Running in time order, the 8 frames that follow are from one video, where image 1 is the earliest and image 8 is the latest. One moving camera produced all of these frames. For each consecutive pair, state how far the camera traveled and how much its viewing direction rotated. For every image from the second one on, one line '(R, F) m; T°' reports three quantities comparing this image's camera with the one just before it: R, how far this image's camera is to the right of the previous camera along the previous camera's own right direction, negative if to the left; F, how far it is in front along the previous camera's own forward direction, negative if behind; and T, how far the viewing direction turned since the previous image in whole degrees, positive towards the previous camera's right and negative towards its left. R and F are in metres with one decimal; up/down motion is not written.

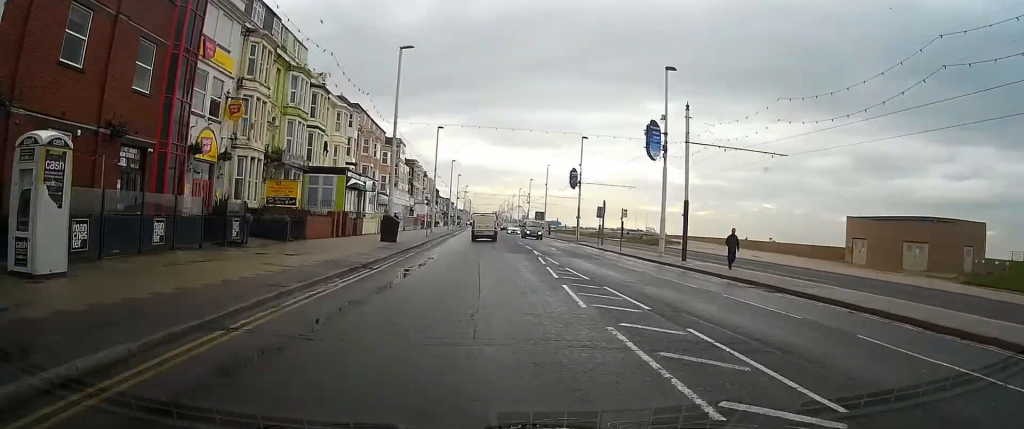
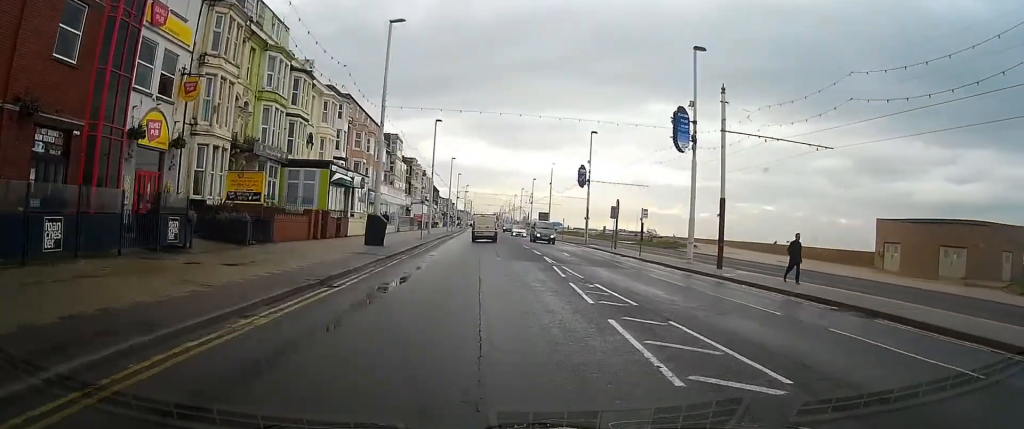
(0.0, +5.1) m; 0°
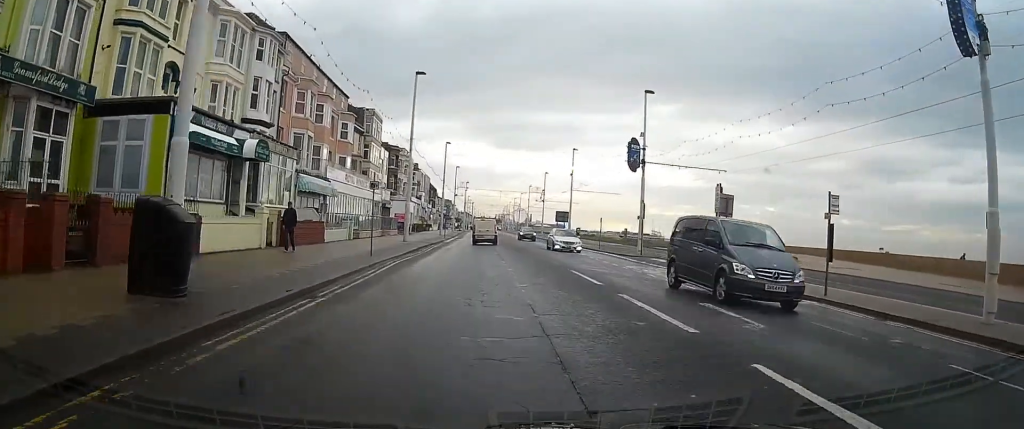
(0.0, +21.1) m; 0°
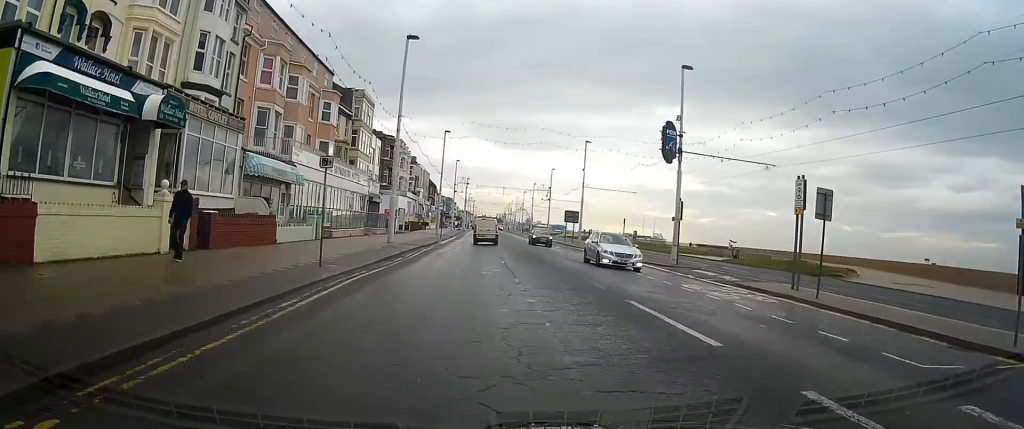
(0.0, +7.7) m; 0°
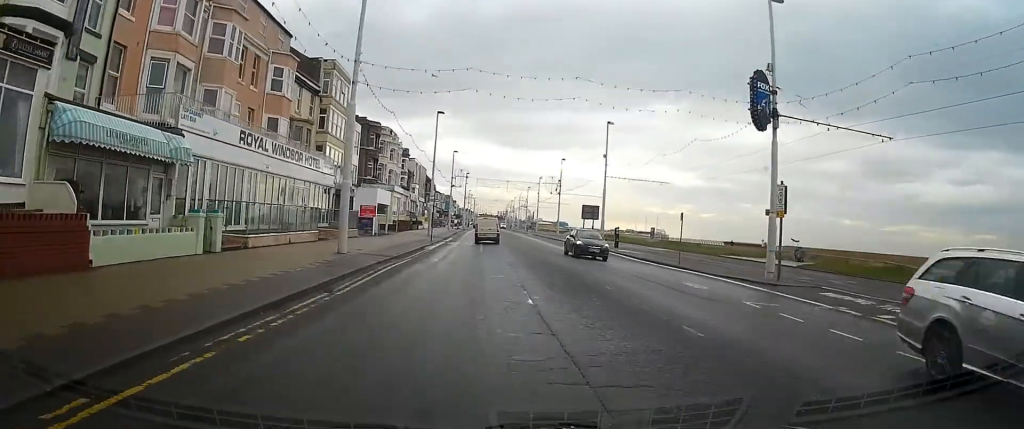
(0.0, +12.2) m; 0°
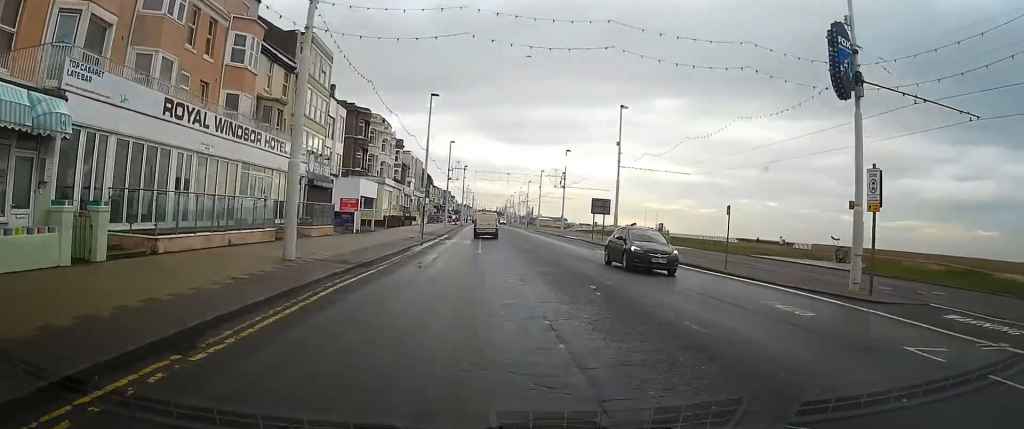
(0.0, +6.2) m; 0°
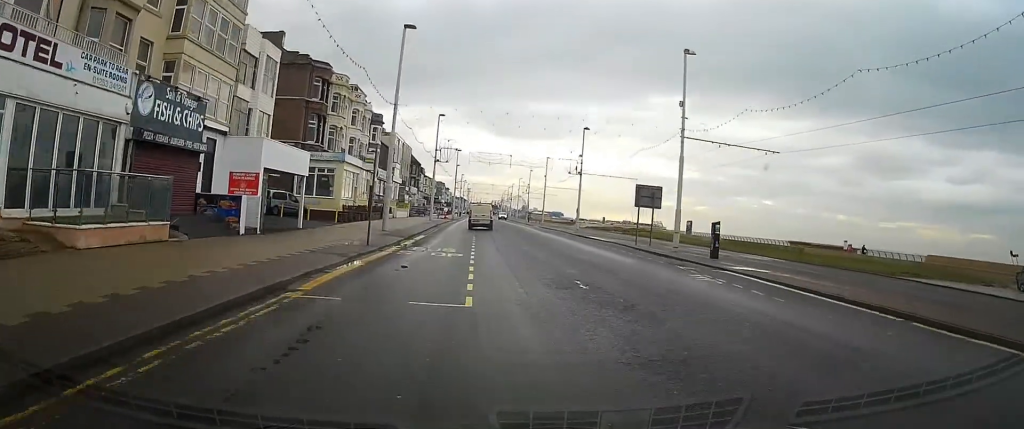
(0.0, +17.6) m; 0°
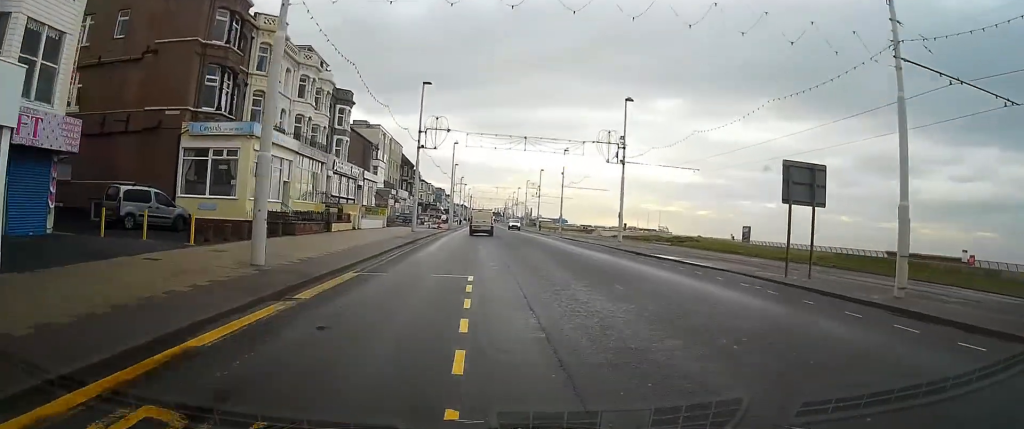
(+0.1, +19.8) m; 0°
